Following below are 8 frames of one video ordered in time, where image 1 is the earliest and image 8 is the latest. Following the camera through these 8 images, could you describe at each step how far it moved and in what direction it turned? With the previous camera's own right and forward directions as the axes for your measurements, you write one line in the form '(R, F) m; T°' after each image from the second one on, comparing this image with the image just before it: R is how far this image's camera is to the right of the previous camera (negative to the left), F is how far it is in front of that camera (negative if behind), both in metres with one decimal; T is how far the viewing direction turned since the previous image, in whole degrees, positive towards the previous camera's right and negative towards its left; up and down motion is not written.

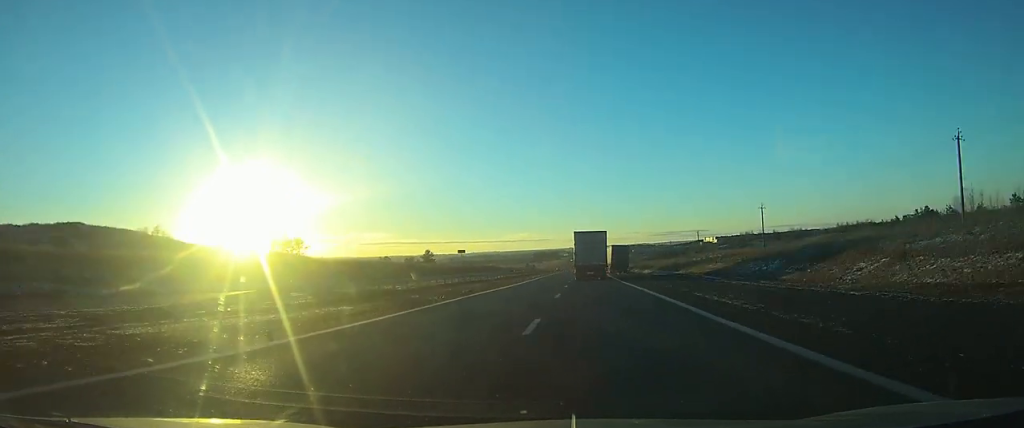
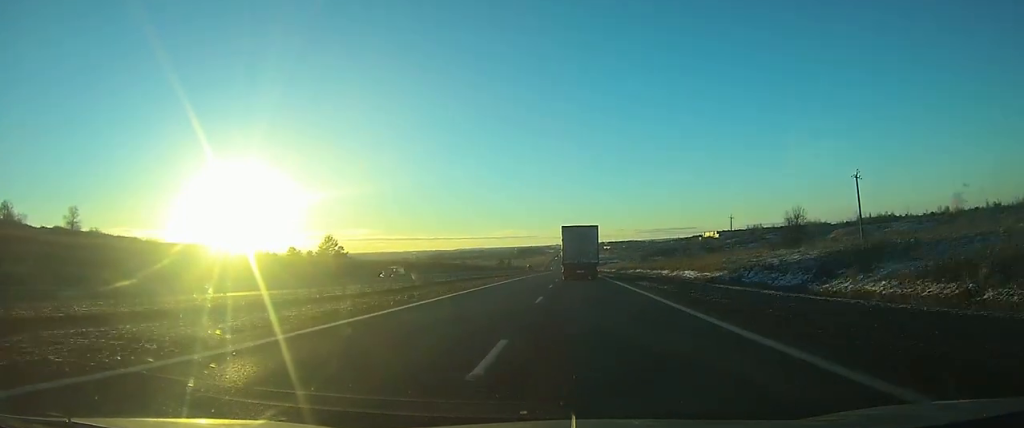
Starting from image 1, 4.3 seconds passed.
(+0.9, +98.5) m; +1°
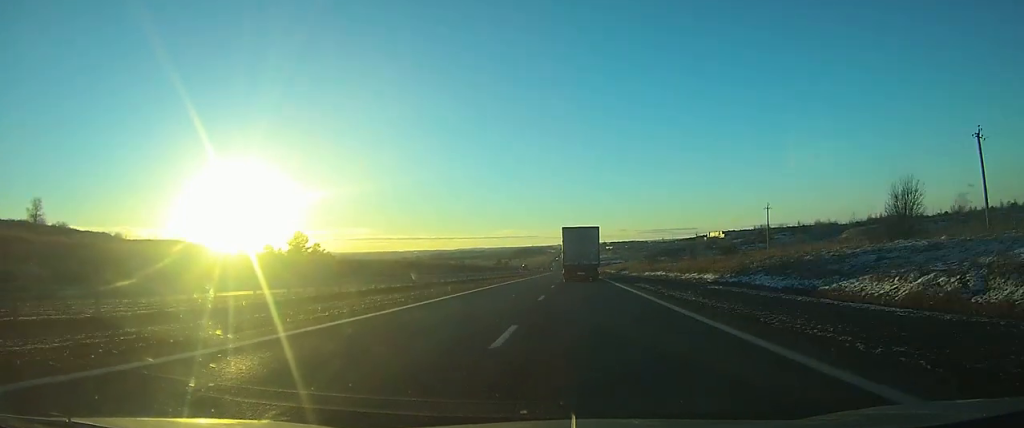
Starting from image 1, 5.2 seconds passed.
(0.0, +20.7) m; 0°
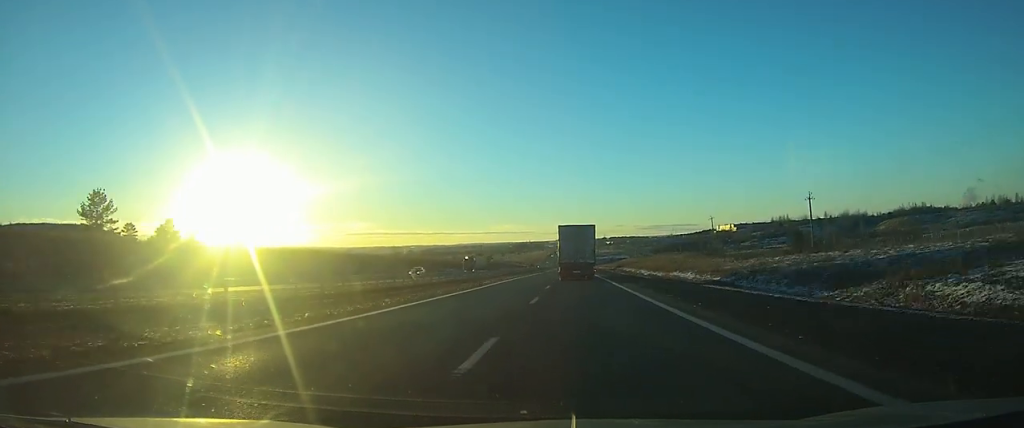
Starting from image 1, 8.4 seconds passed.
(-0.3, +73.9) m; 0°
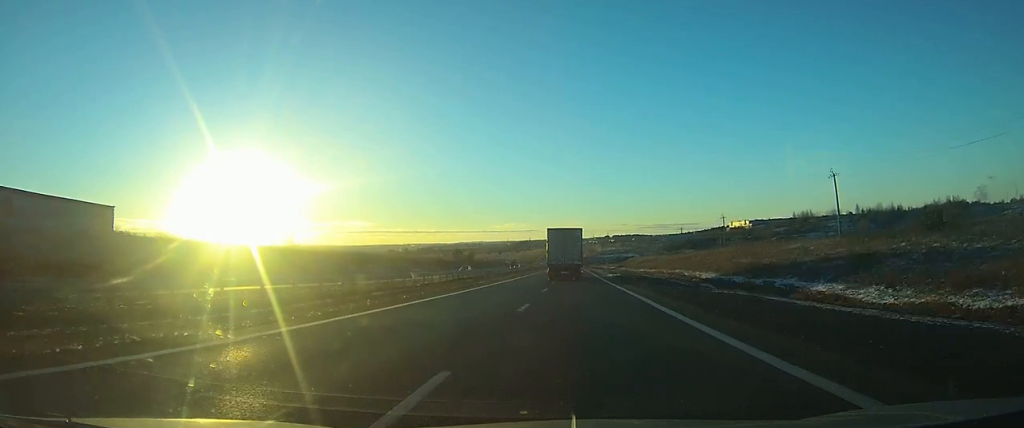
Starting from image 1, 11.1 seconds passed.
(0.0, +64.8) m; 0°
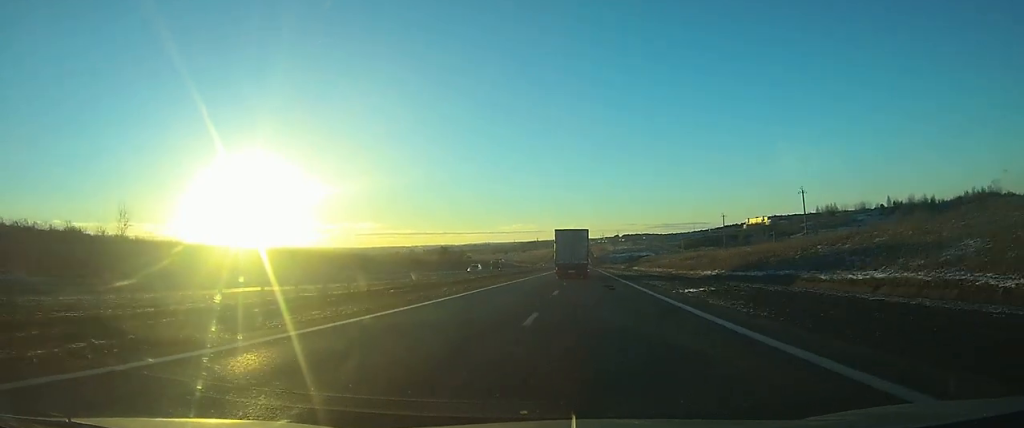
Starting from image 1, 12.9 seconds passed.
(-0.1, +39.6) m; 0°
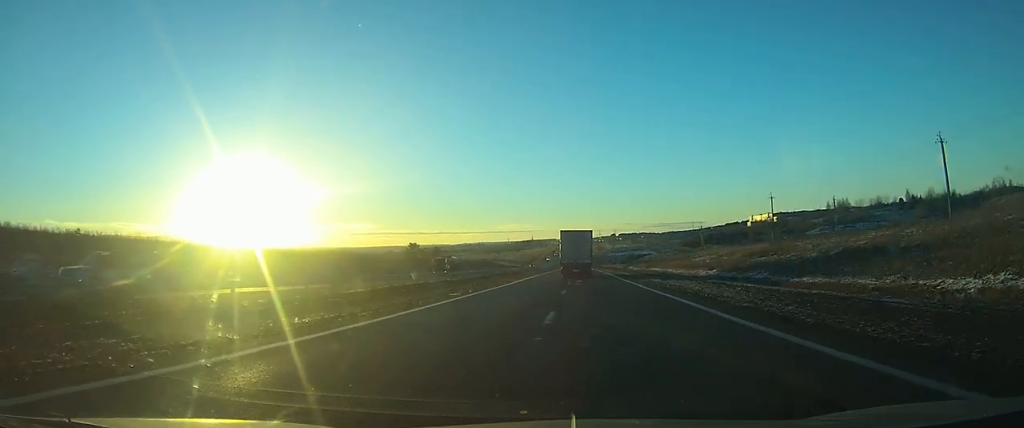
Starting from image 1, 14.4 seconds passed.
(+0.1, +34.0) m; 0°
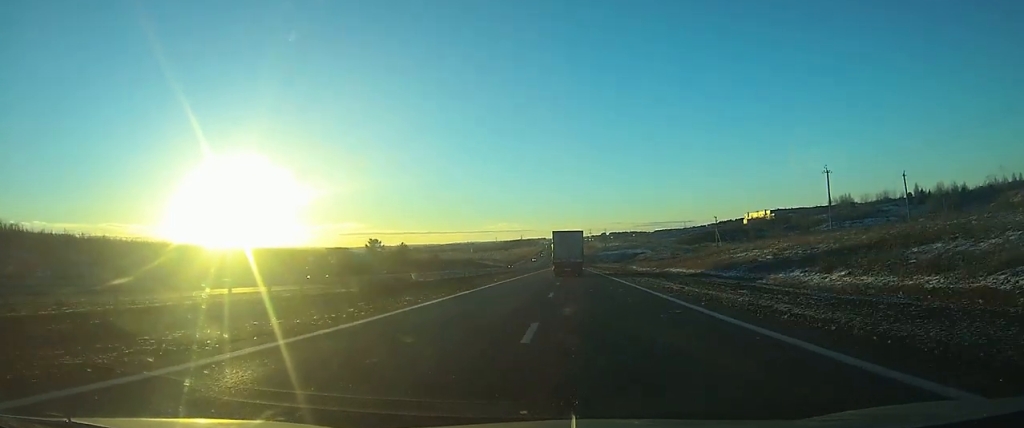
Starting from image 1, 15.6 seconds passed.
(+0.1, +25.1) m; 0°
